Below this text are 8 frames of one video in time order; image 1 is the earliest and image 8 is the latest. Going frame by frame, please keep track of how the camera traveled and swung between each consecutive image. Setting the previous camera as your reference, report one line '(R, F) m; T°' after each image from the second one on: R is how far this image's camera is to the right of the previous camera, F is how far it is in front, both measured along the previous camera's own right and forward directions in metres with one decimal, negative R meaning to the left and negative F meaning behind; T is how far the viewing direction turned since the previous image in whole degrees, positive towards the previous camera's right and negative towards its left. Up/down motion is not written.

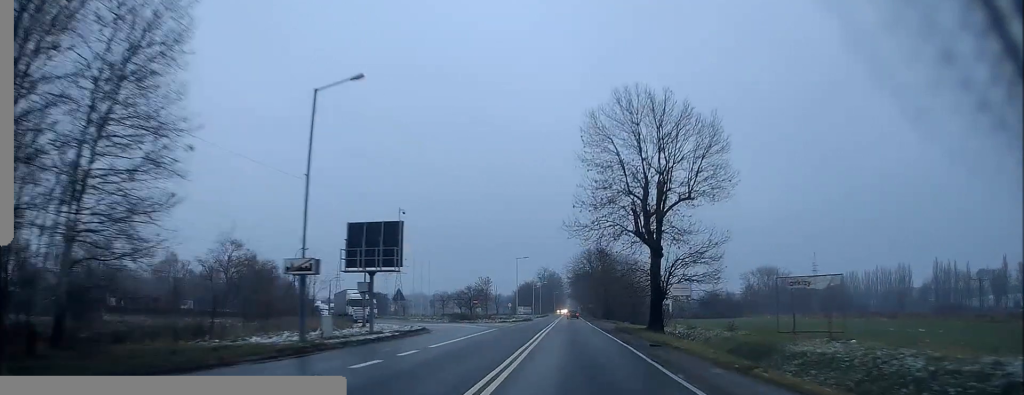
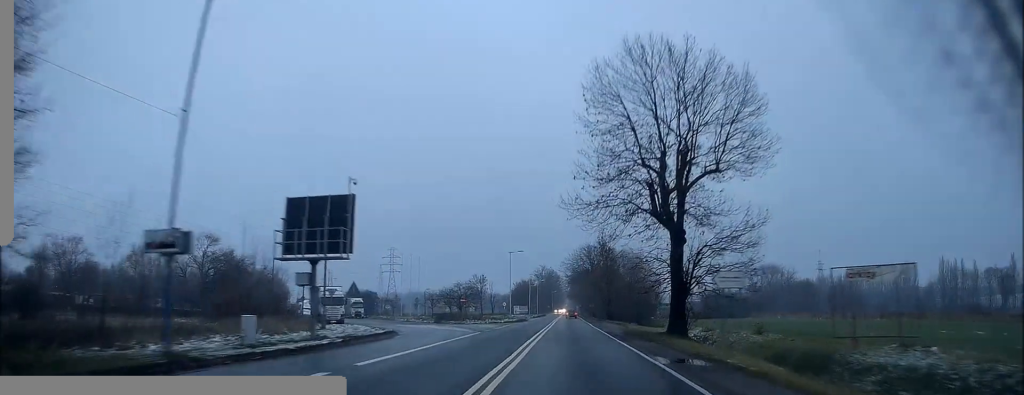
(0.0, +7.8) m; 0°
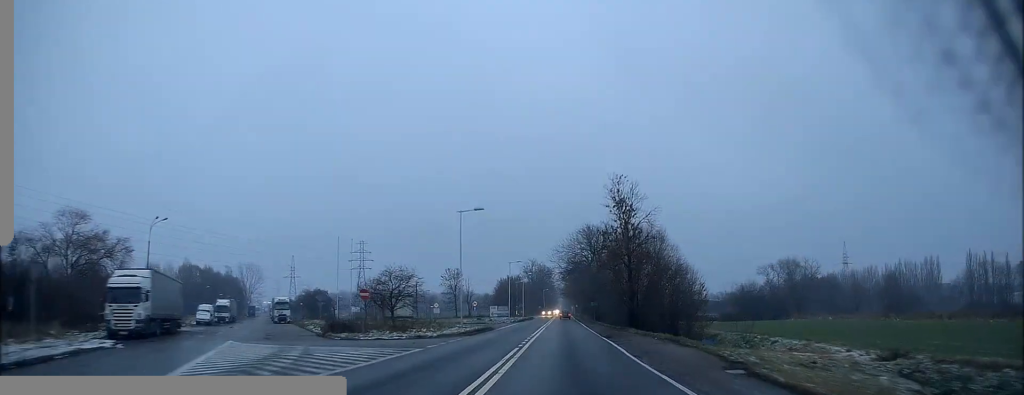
(+0.3, +31.6) m; 0°
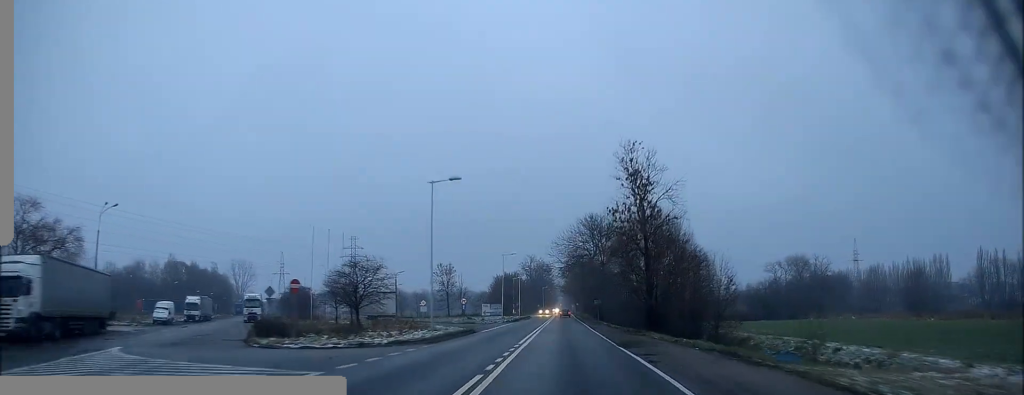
(0.0, +9.3) m; -1°
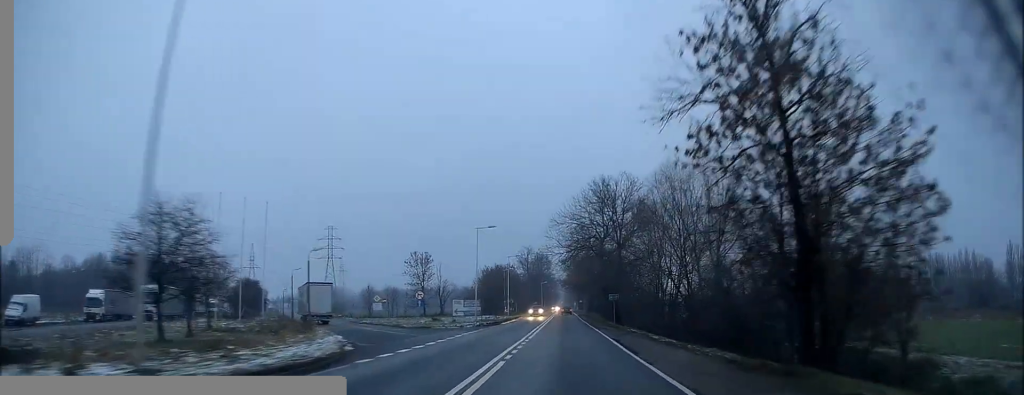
(-0.3, +23.5) m; +1°
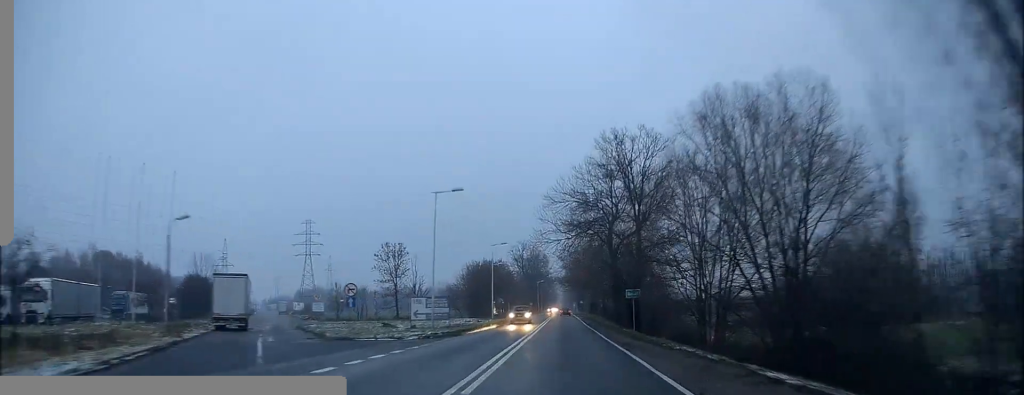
(+0.3, +16.6) m; +1°
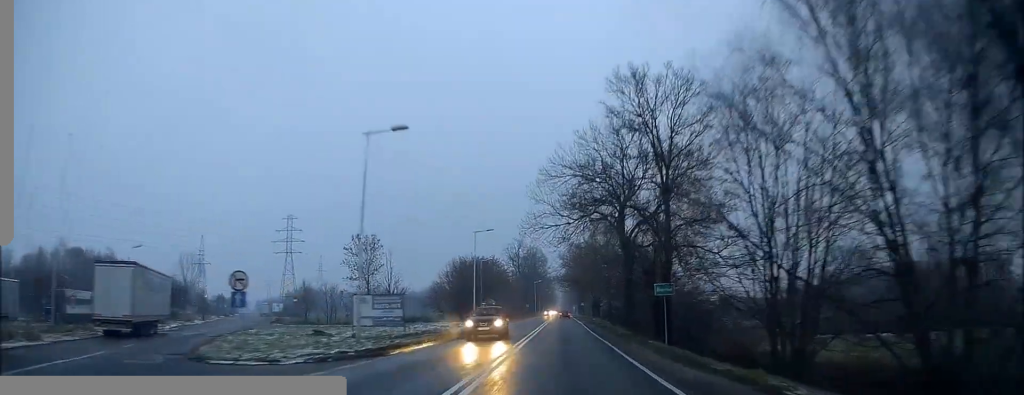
(+0.1, +12.8) m; 0°
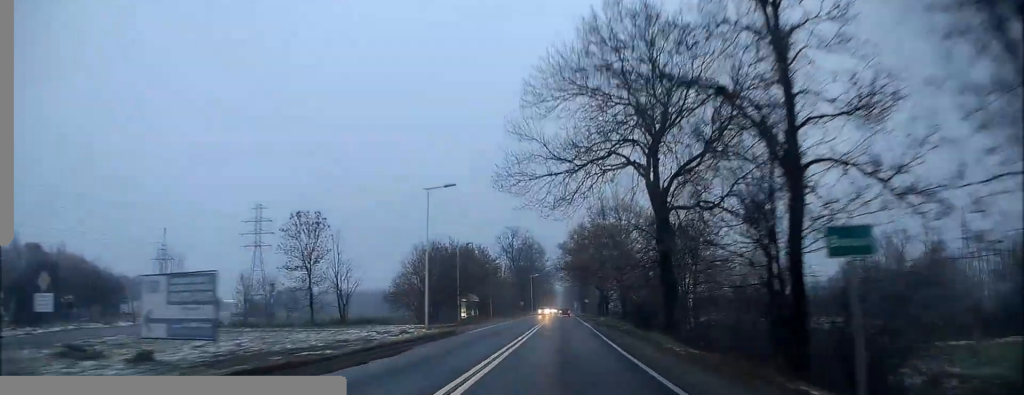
(-0.2, +18.3) m; -1°
